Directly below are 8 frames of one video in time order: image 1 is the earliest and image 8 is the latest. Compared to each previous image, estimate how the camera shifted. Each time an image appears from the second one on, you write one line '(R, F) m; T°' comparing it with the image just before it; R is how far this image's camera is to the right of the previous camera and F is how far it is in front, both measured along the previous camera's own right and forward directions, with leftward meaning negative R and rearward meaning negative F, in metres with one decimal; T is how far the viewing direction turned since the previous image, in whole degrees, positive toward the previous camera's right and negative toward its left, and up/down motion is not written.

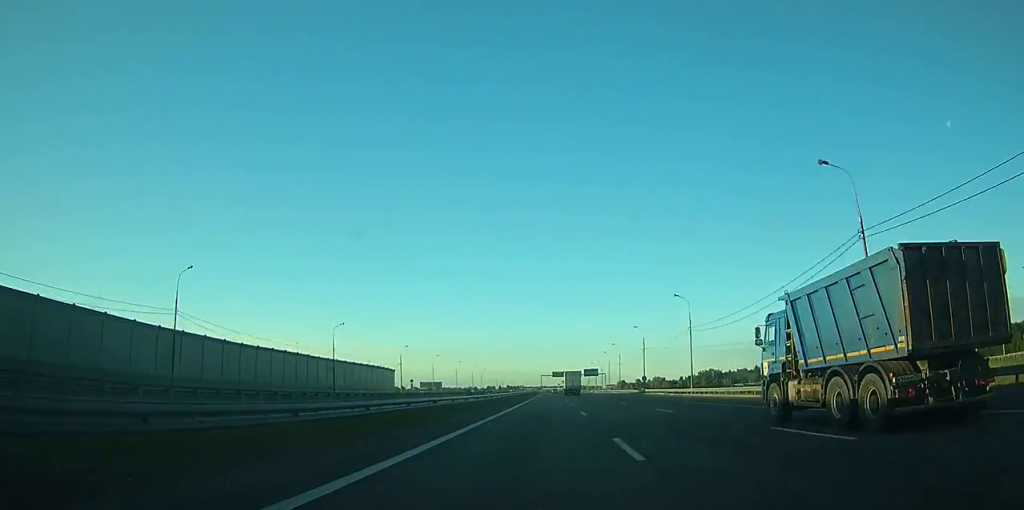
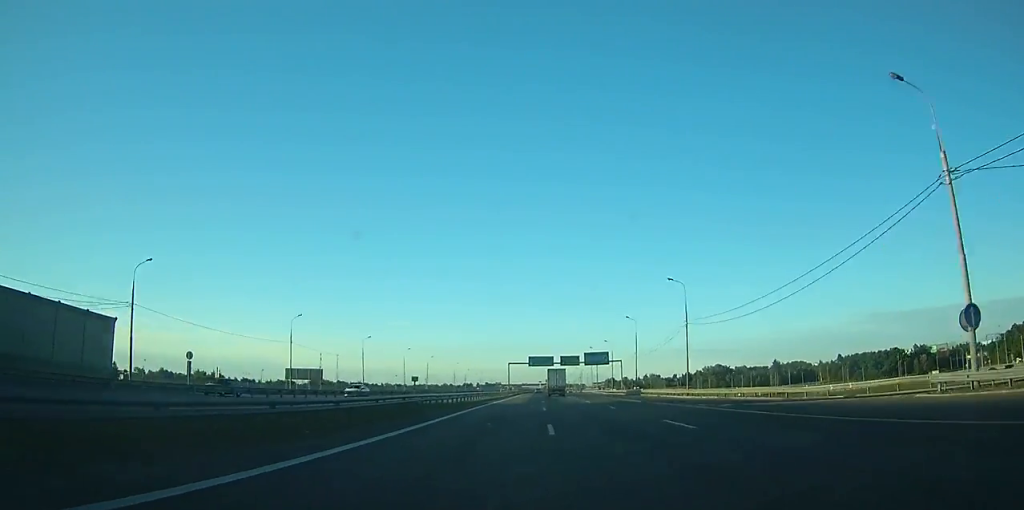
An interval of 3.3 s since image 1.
(0.0, +88.8) m; 0°
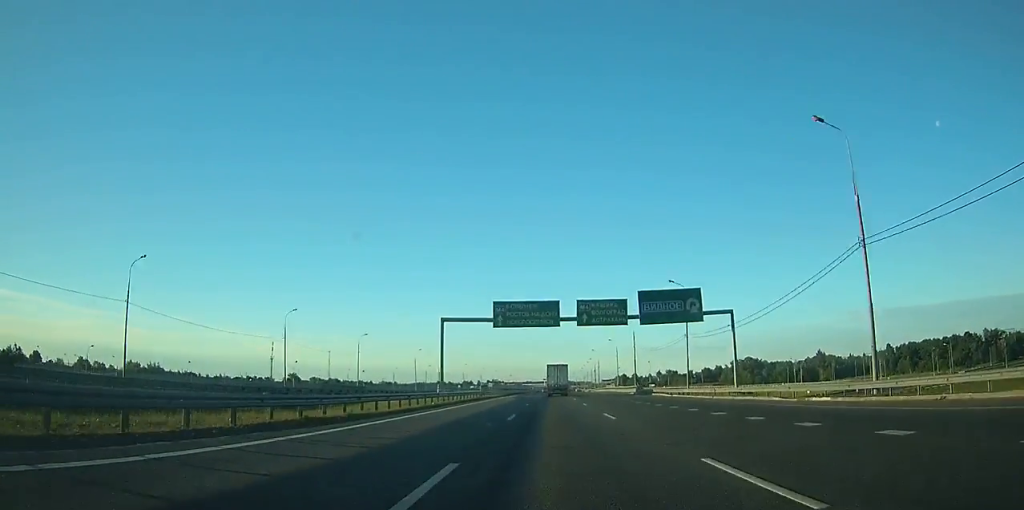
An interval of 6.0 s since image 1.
(+0.3, +72.5) m; 0°
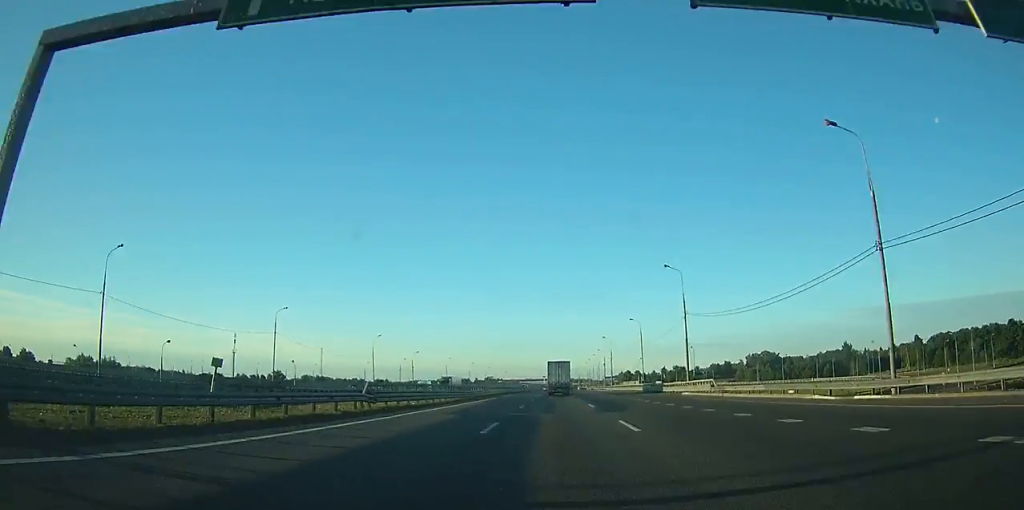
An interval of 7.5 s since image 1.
(+0.1, +39.2) m; 0°
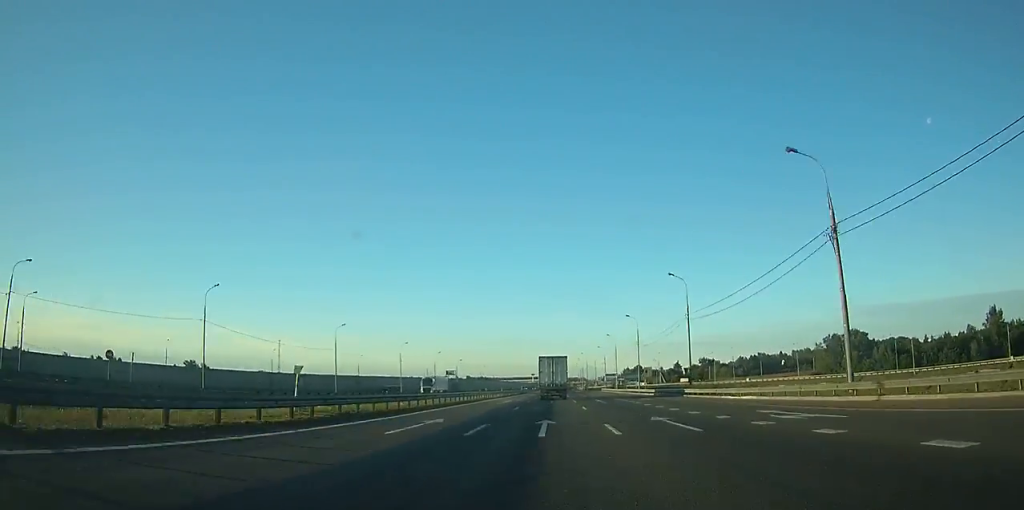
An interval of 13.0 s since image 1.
(+0.5, +151.4) m; +1°
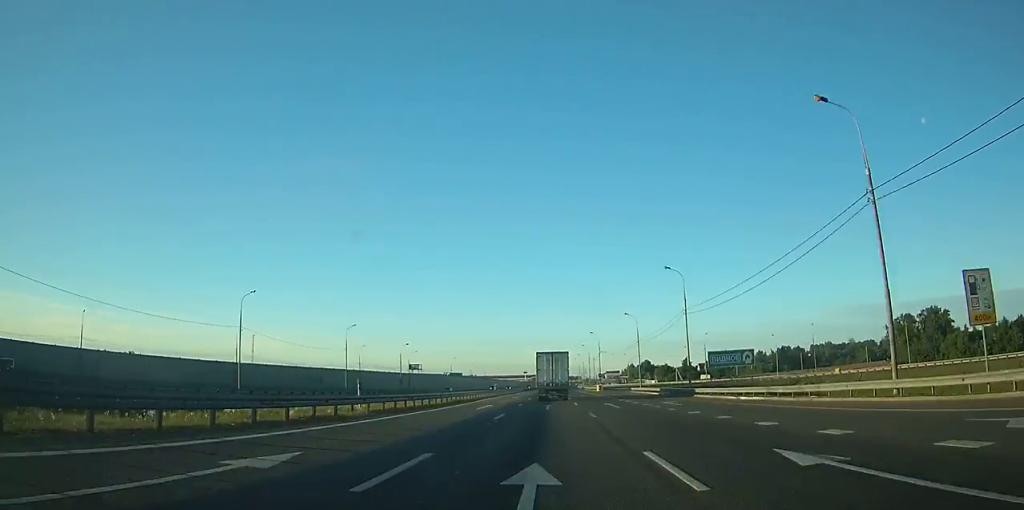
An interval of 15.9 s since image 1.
(+0.3, +75.1) m; 0°
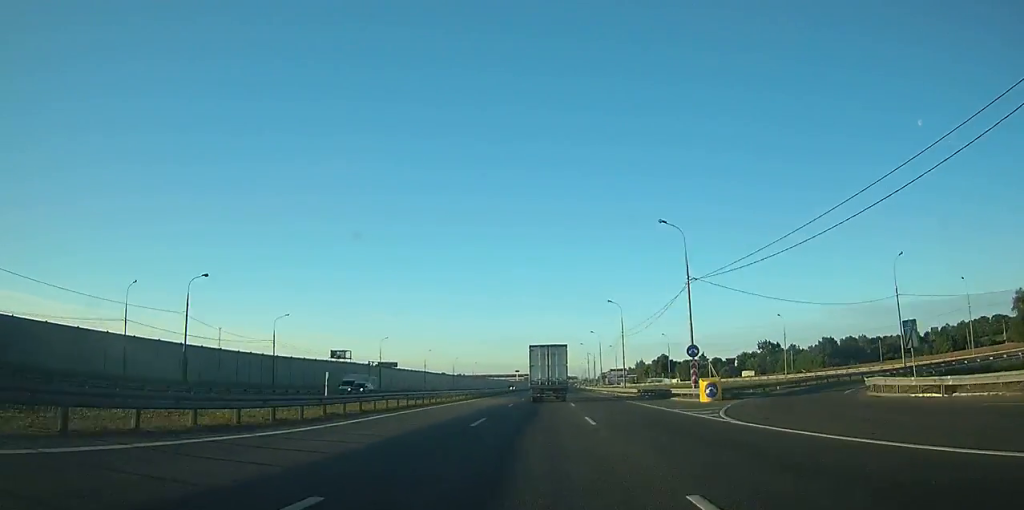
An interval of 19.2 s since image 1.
(+0.3, +85.5) m; +1°
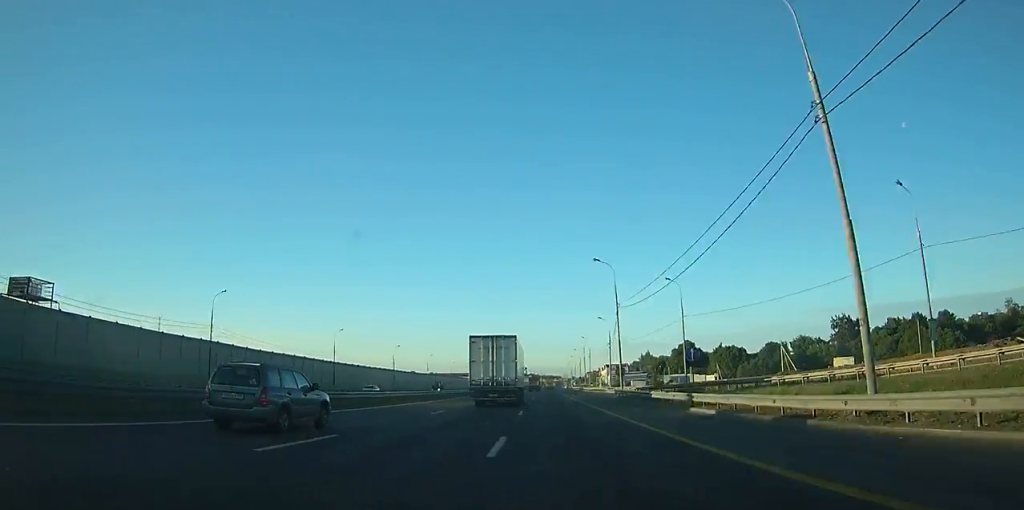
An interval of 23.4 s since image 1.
(+1.3, +103.3) m; +1°
